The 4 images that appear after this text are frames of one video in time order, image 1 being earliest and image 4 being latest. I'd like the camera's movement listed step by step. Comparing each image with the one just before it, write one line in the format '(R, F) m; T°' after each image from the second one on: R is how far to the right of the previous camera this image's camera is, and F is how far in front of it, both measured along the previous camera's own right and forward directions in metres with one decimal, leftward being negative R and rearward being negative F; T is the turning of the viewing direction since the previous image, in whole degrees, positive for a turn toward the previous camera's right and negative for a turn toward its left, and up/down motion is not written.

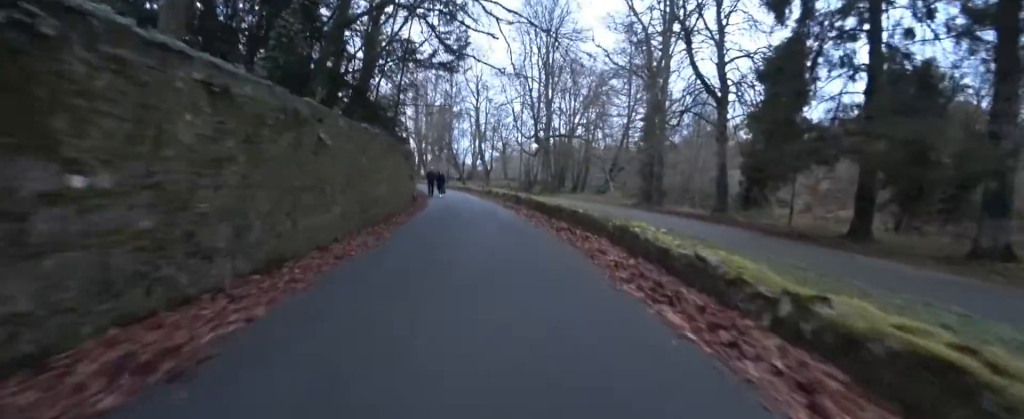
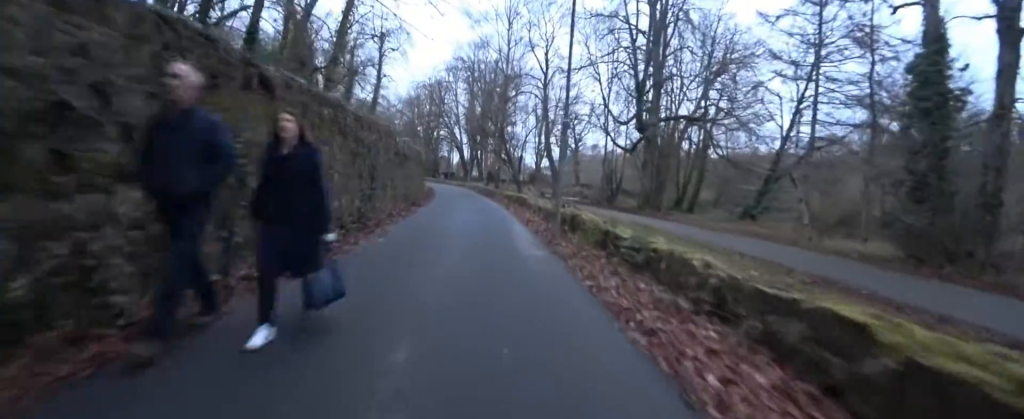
(-0.6, +20.3) m; -2°
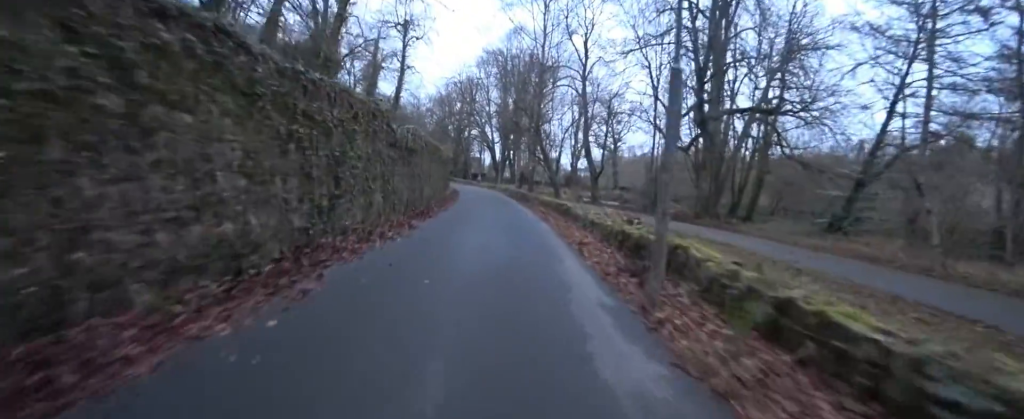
(0.0, +5.0) m; 0°
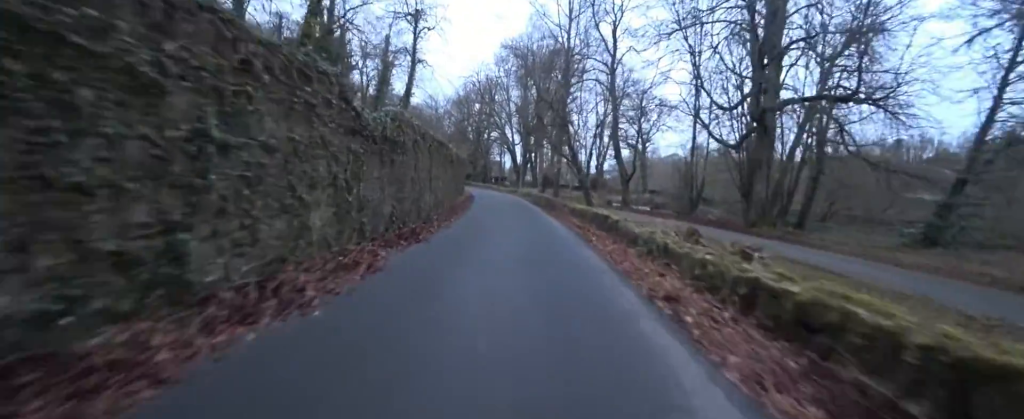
(0.0, +4.5) m; 0°
